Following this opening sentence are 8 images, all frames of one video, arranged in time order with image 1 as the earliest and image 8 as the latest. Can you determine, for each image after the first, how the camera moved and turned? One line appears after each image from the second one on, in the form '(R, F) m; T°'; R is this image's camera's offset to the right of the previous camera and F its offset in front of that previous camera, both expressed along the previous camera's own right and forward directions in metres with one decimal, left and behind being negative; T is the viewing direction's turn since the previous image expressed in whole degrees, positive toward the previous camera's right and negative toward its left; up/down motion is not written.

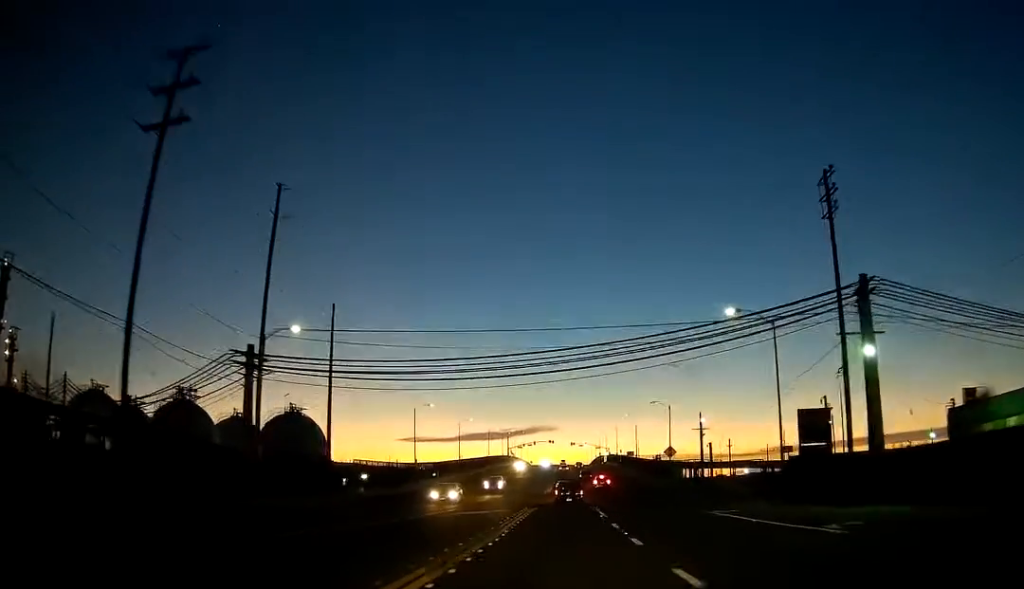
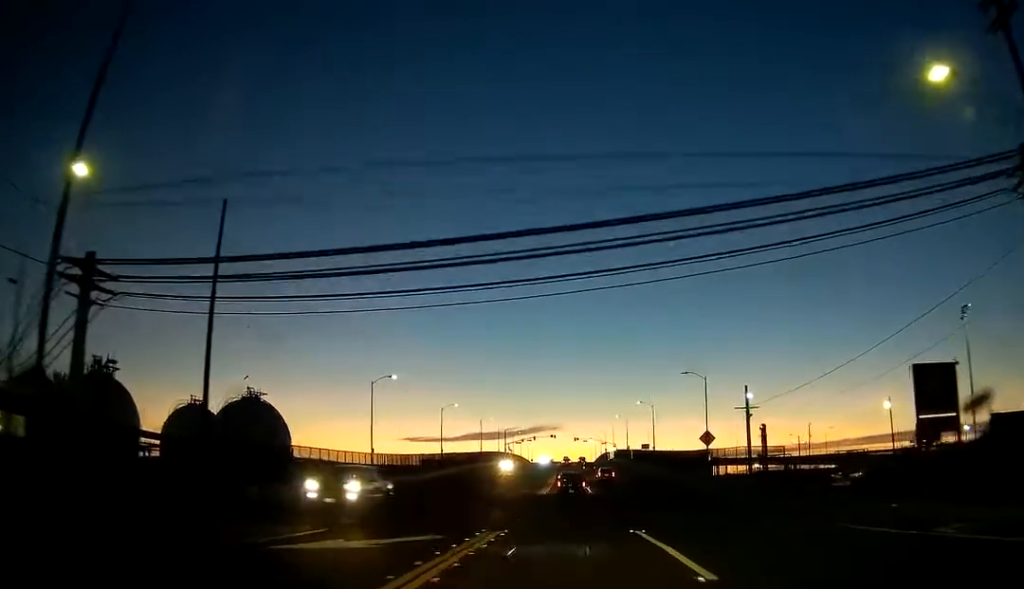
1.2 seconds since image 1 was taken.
(-0.1, +22.1) m; 0°
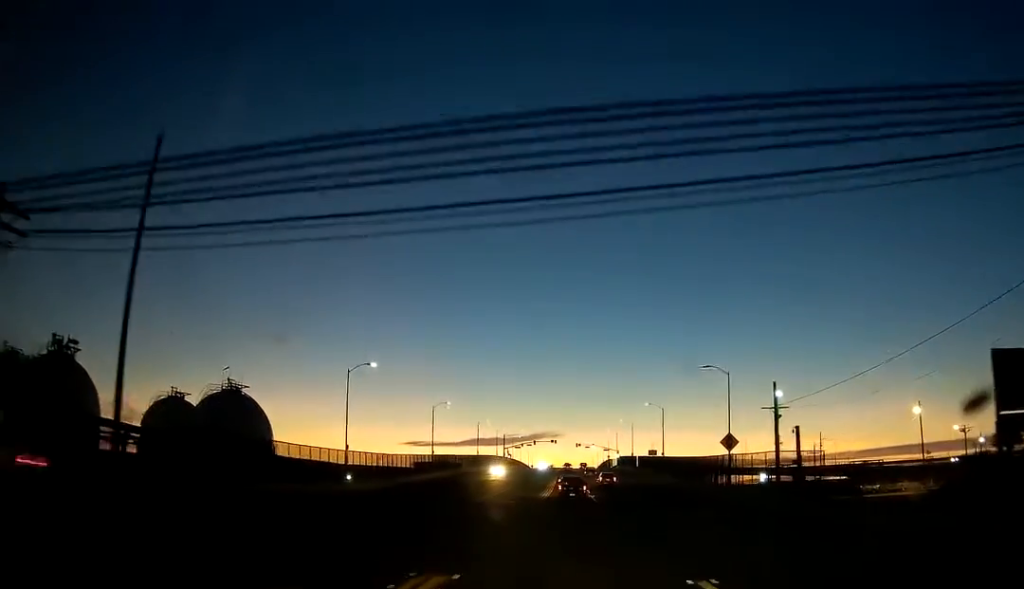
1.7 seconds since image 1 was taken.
(0.0, +8.8) m; 0°
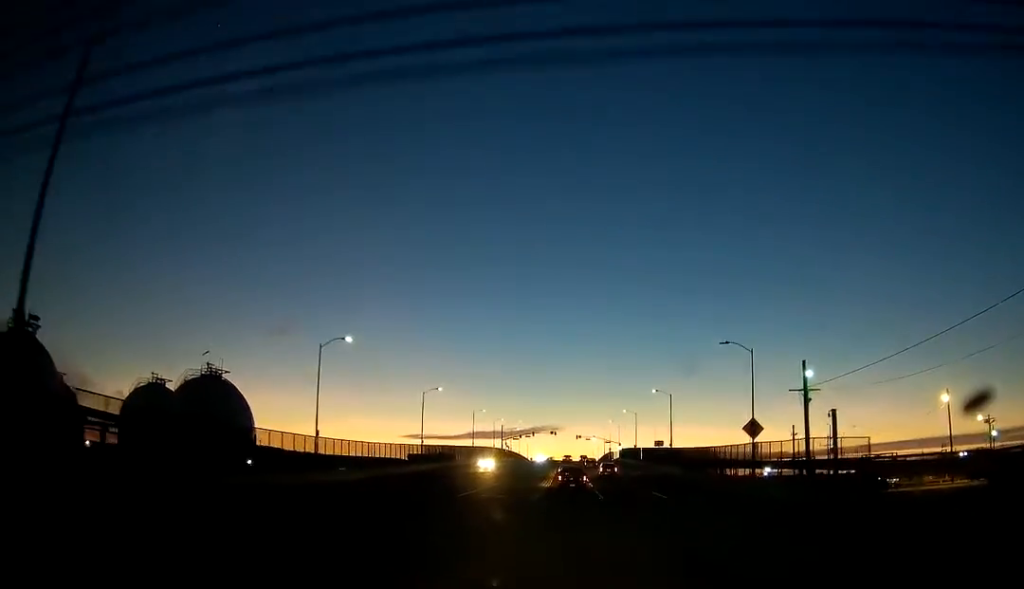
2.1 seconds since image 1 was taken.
(+0.1, +8.4) m; 0°
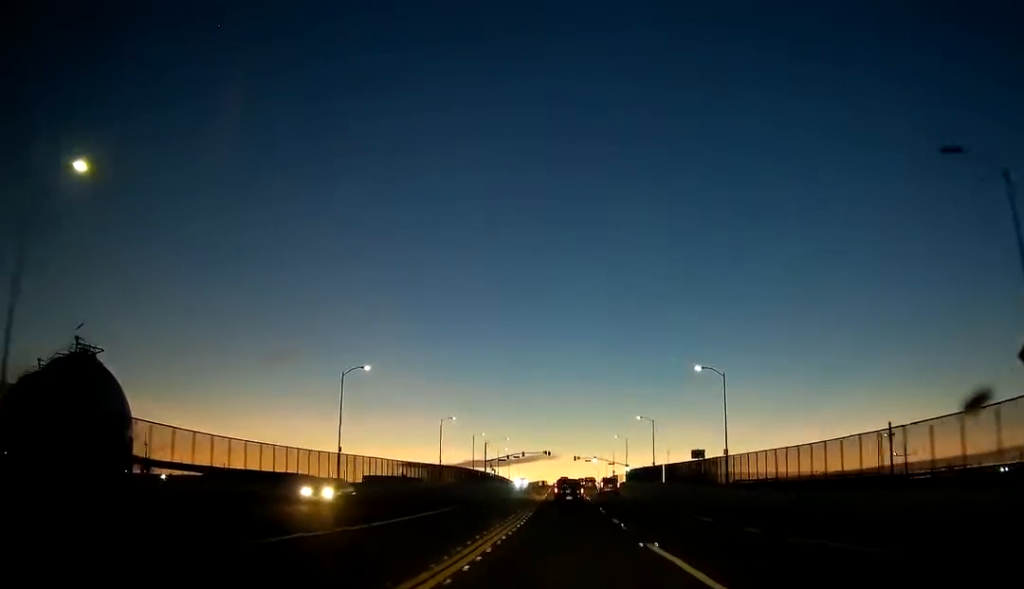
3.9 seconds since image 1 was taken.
(-0.3, +35.1) m; 0°
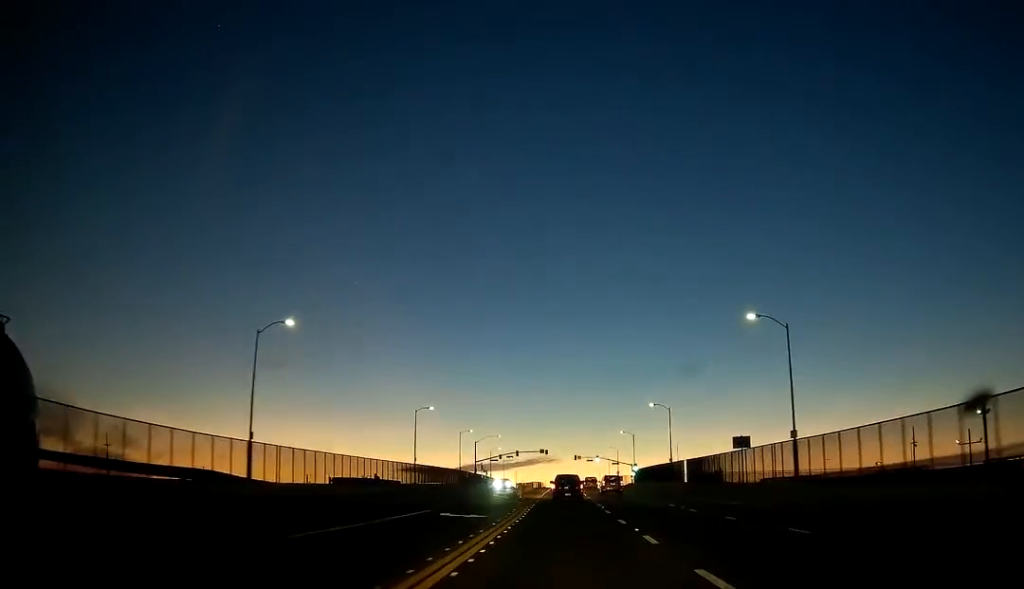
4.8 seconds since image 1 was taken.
(+0.1, +18.4) m; 0°
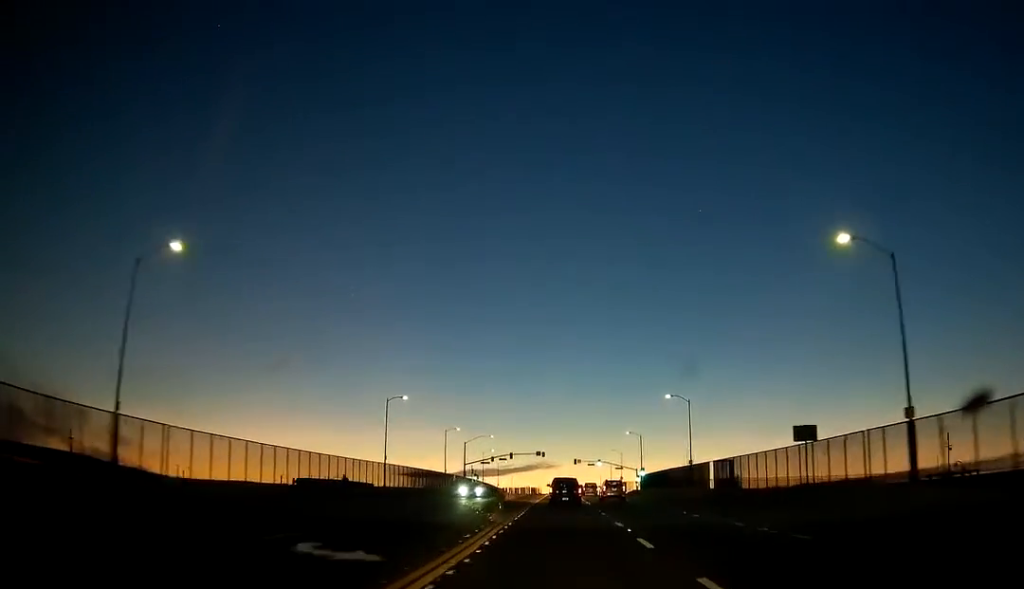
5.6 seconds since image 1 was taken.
(0.0, +15.9) m; 0°
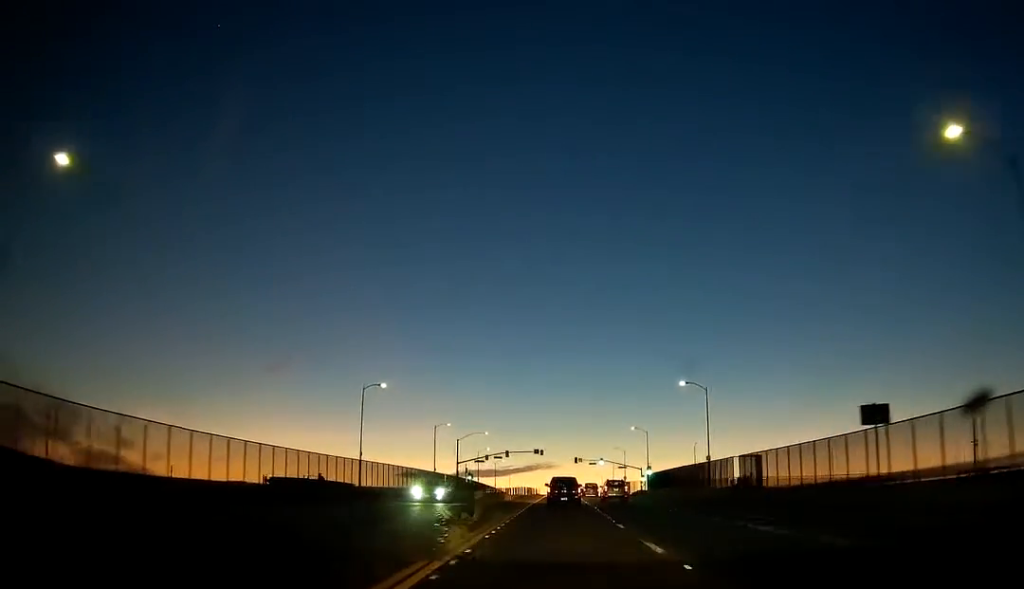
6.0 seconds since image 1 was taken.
(0.0, +9.7) m; 0°
